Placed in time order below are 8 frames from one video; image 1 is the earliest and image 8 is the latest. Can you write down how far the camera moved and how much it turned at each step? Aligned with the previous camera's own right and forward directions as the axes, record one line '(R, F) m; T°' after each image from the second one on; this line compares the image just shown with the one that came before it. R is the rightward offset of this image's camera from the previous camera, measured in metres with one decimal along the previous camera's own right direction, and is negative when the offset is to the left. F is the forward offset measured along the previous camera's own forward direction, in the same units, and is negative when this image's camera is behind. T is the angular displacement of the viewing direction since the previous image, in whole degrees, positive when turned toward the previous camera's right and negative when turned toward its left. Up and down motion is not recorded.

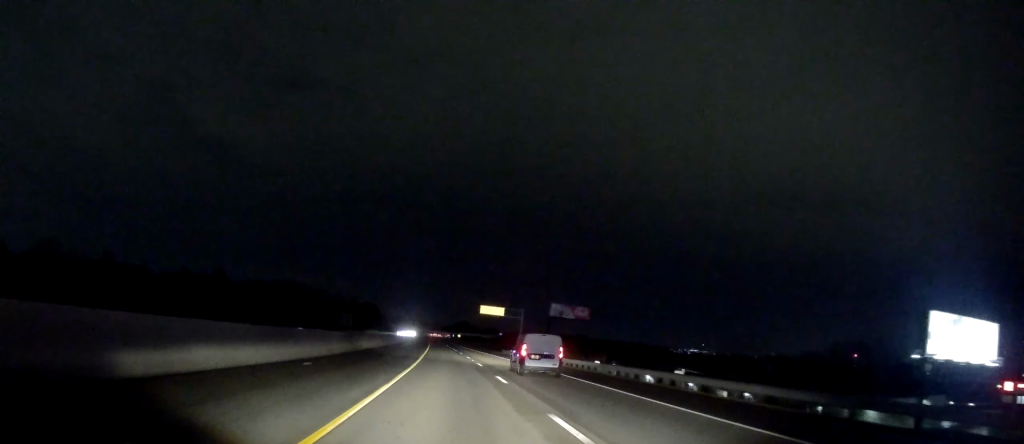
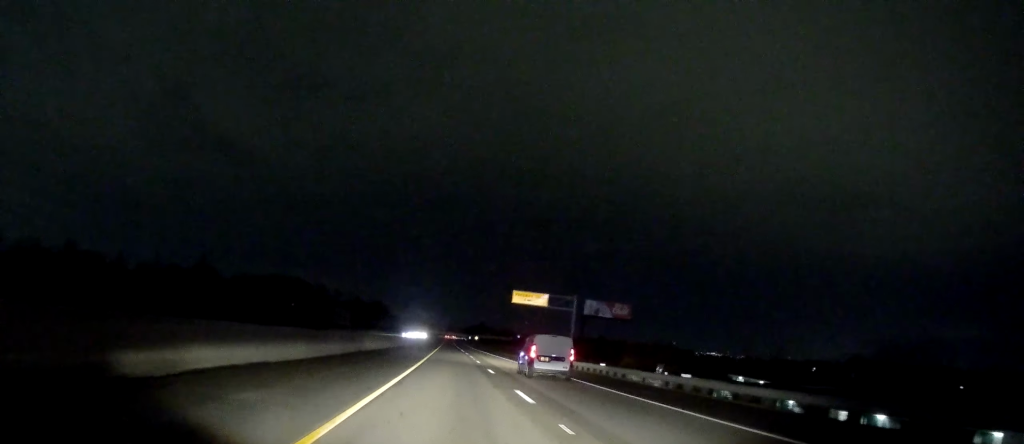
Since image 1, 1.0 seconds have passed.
(-0.5, +30.8) m; -1°
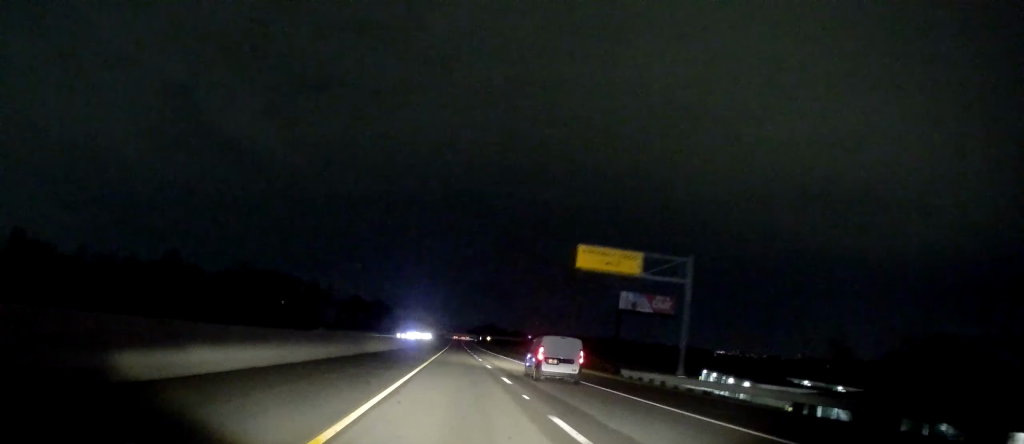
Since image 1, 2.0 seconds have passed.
(-0.3, +29.6) m; -1°
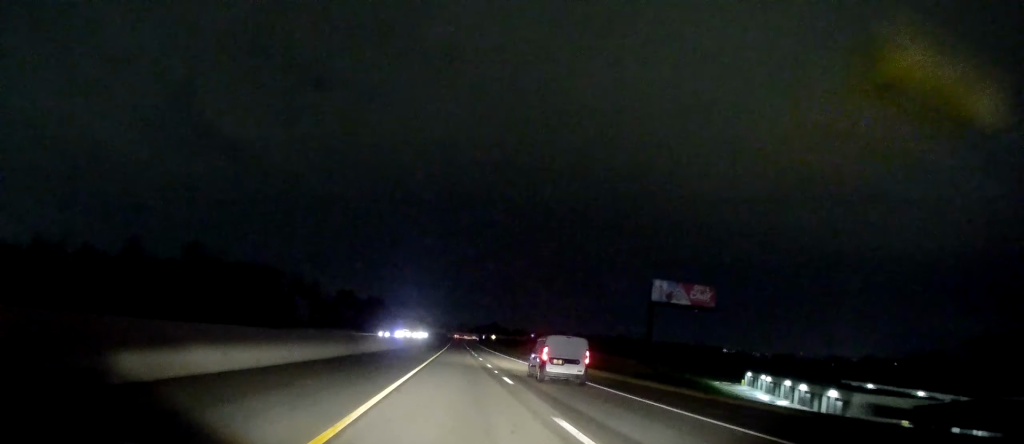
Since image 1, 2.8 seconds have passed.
(-0.2, +24.4) m; -1°
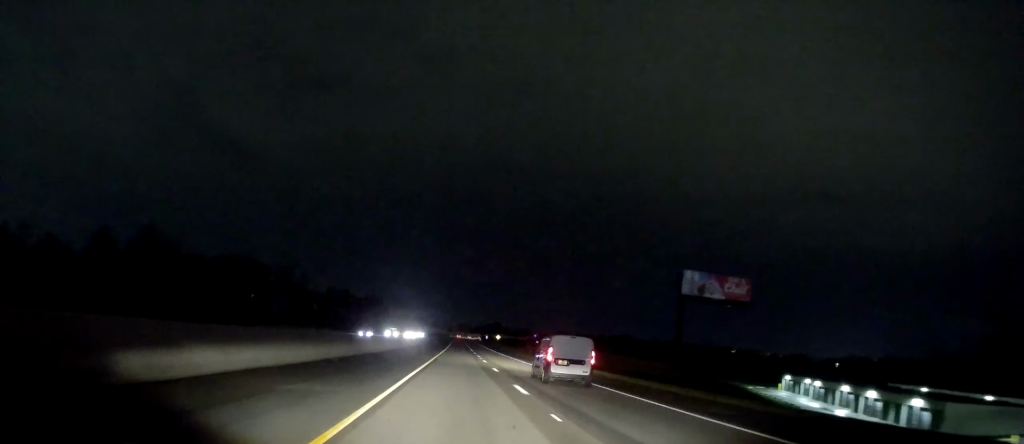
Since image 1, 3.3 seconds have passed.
(0.0, +16.3) m; -1°
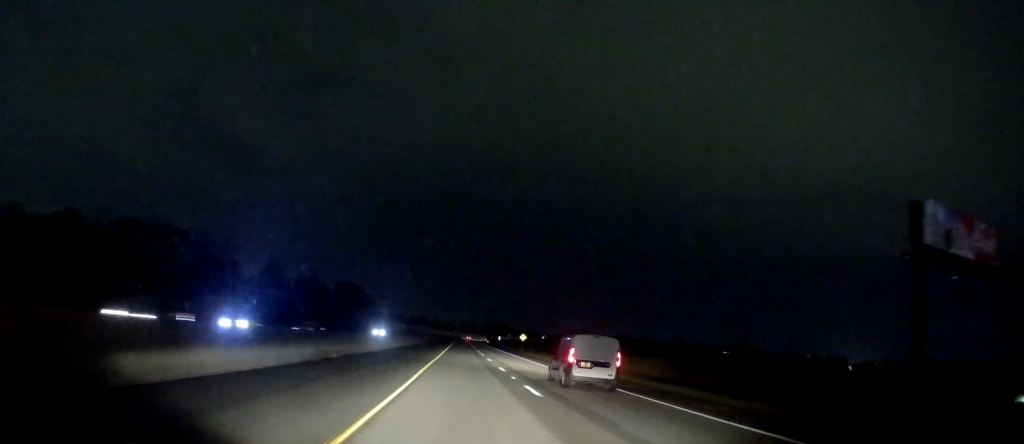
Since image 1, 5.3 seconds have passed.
(-1.4, +60.1) m; -1°
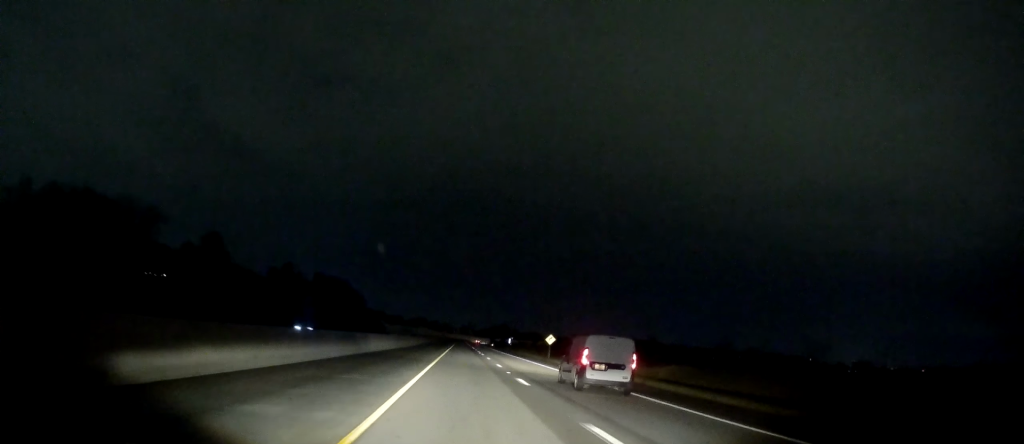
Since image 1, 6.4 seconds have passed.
(+0.2, +31.5) m; +1°
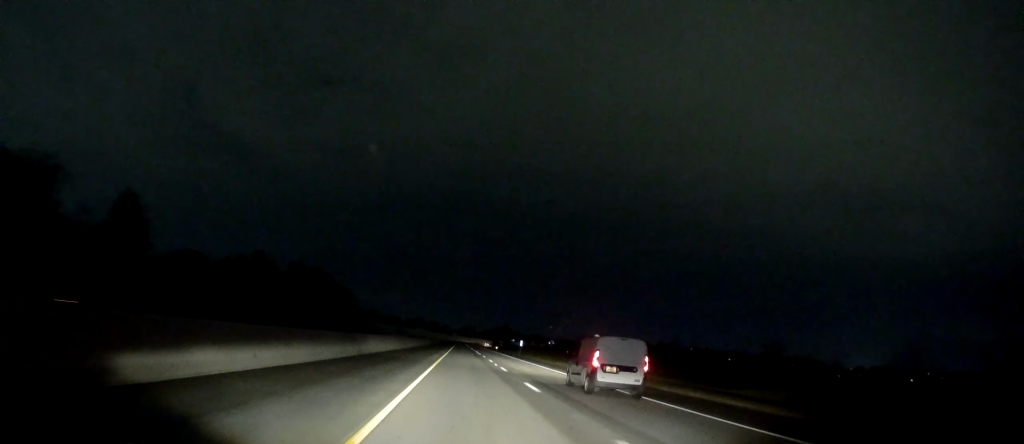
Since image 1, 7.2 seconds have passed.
(+0.3, +25.3) m; 0°
